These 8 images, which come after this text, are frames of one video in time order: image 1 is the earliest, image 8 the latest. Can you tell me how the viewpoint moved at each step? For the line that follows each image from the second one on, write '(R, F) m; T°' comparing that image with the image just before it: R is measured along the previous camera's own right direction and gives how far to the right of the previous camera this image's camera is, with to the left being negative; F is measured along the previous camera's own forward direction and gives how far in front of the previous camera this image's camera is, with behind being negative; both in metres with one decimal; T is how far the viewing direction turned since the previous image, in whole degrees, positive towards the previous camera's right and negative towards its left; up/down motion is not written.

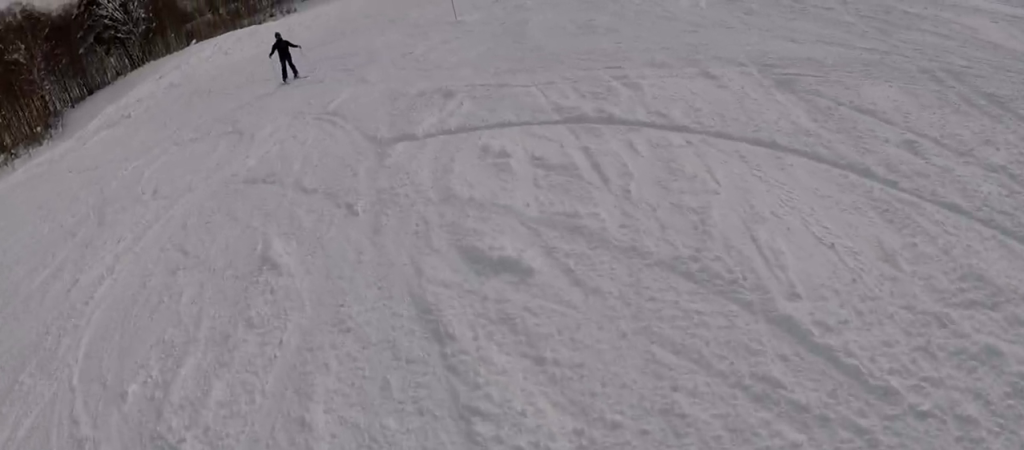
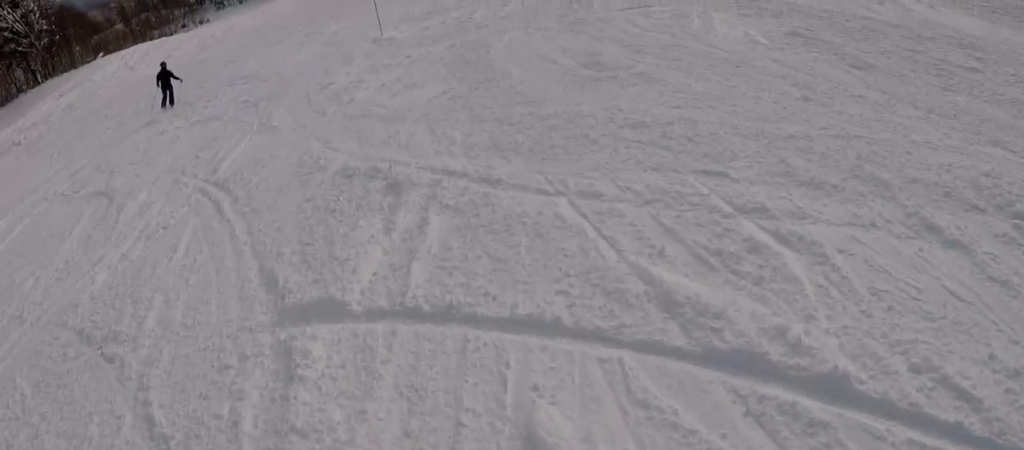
(+0.8, +3.7) m; -12°
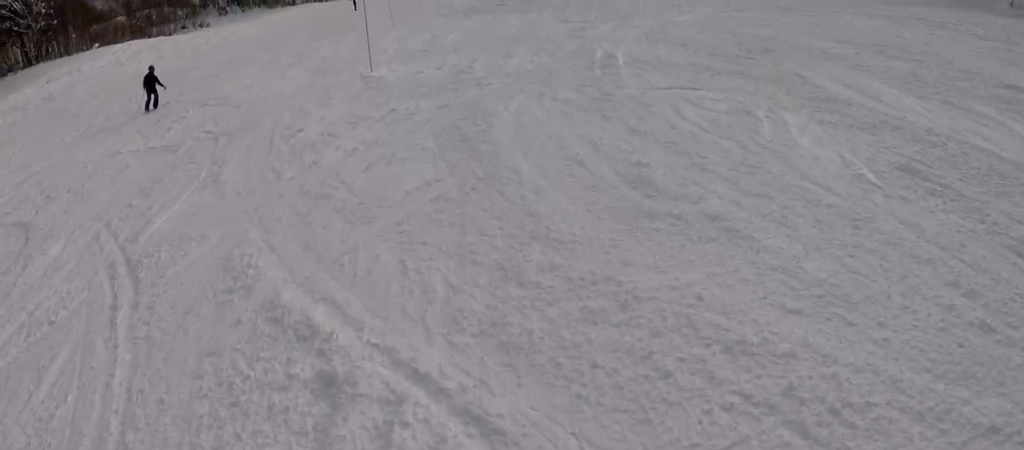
(-0.2, +2.0) m; -6°
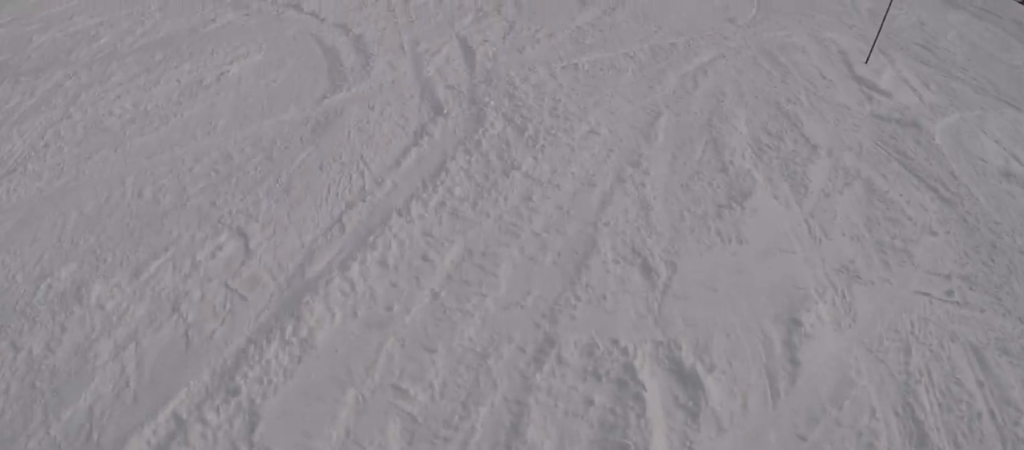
(-1.4, +8.5) m; +14°
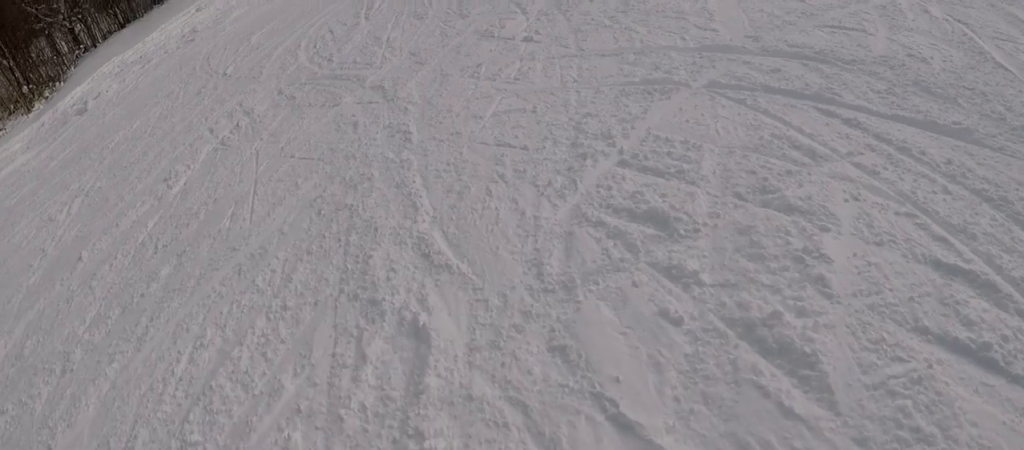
(+2.7, +7.5) m; +36°
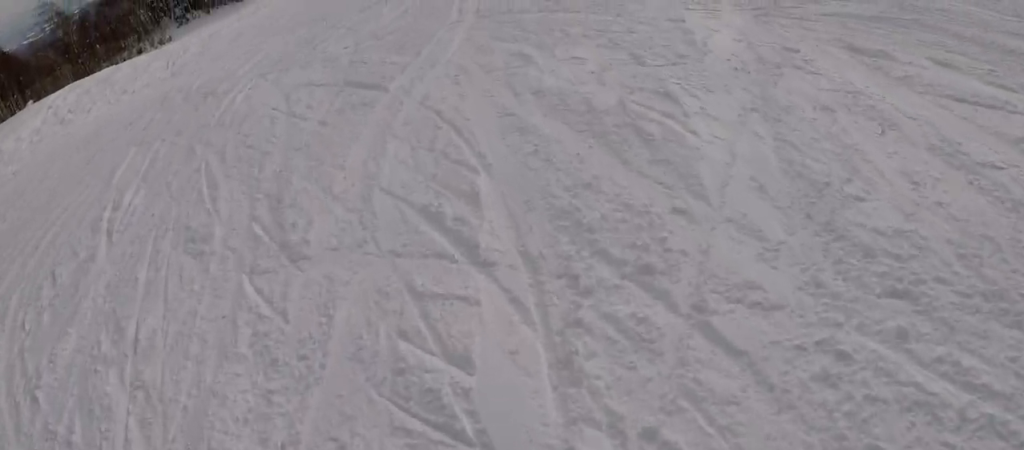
(+1.0, +5.4) m; +7°
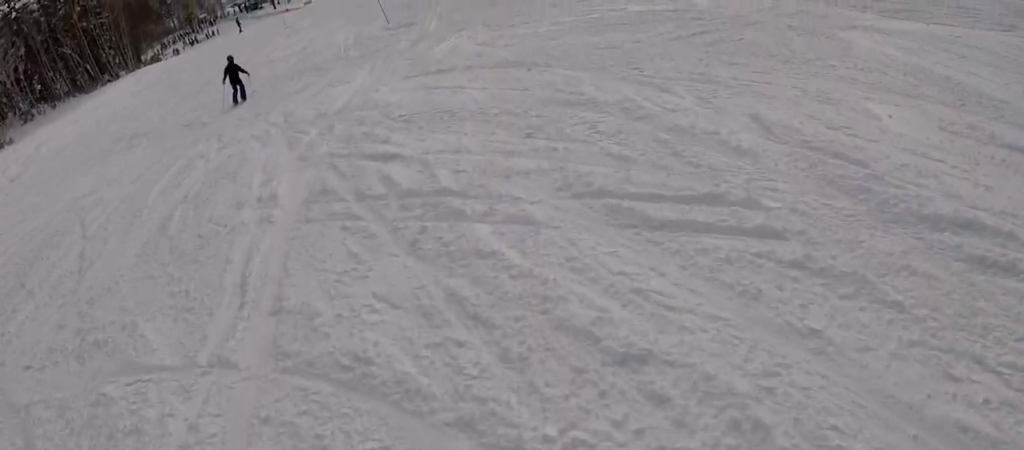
(-0.2, +5.5) m; -13°
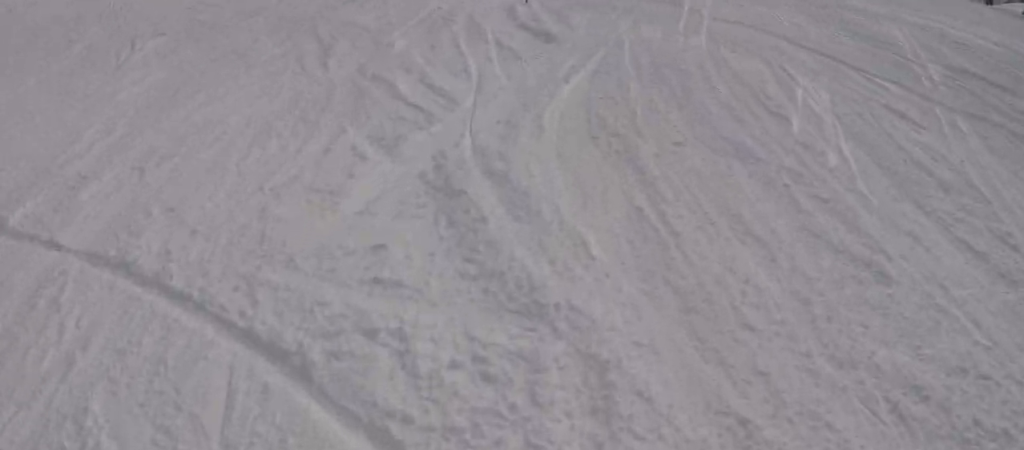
(-3.8, +10.1) m; -33°
